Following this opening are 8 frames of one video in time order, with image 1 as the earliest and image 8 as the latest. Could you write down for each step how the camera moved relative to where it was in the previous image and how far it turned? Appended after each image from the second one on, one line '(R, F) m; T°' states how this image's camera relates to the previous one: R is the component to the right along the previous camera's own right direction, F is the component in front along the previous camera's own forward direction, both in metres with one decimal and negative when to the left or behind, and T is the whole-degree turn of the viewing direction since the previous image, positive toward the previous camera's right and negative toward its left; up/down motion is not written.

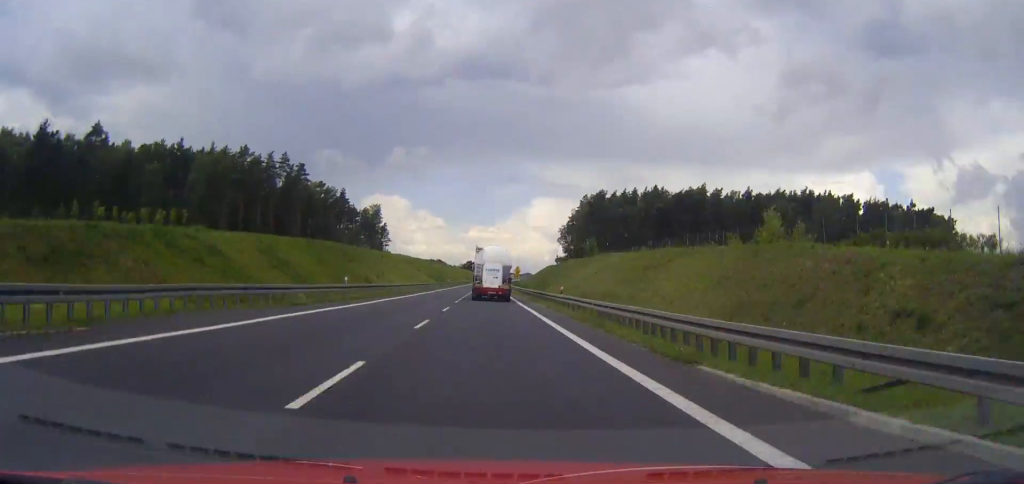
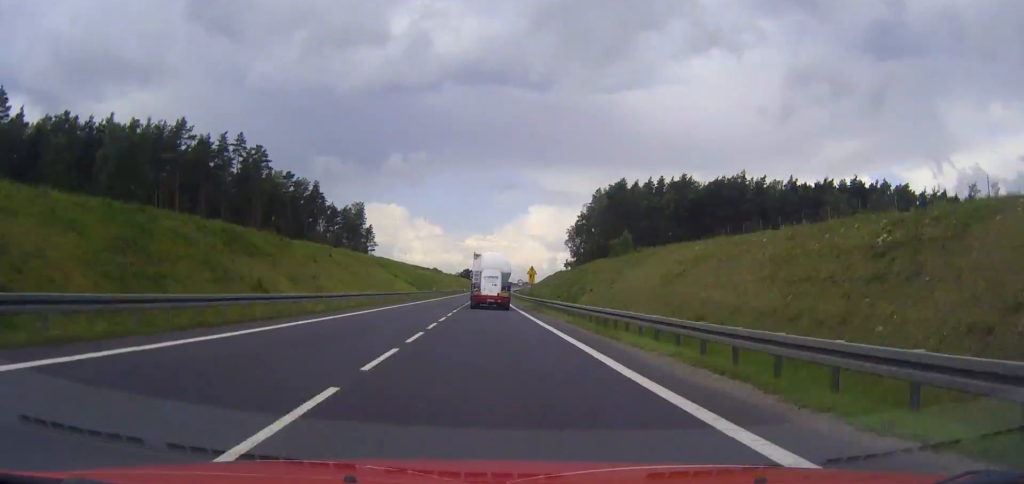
(0.0, +38.6) m; 0°
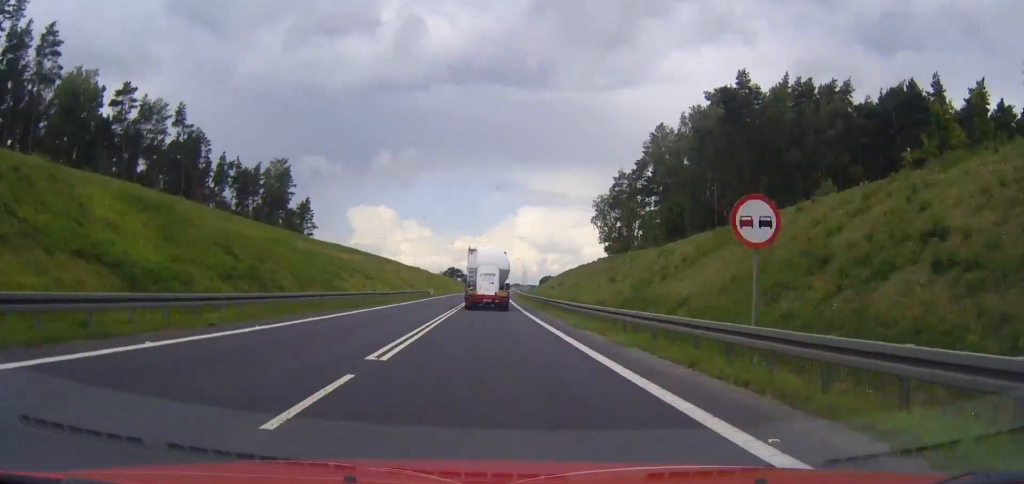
(+0.5, +97.1) m; +1°
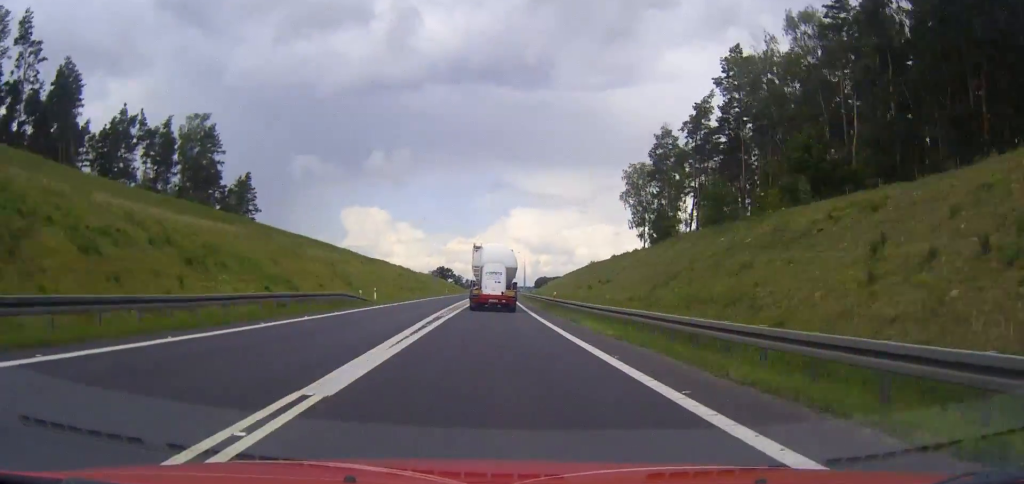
(+0.2, +50.6) m; +1°
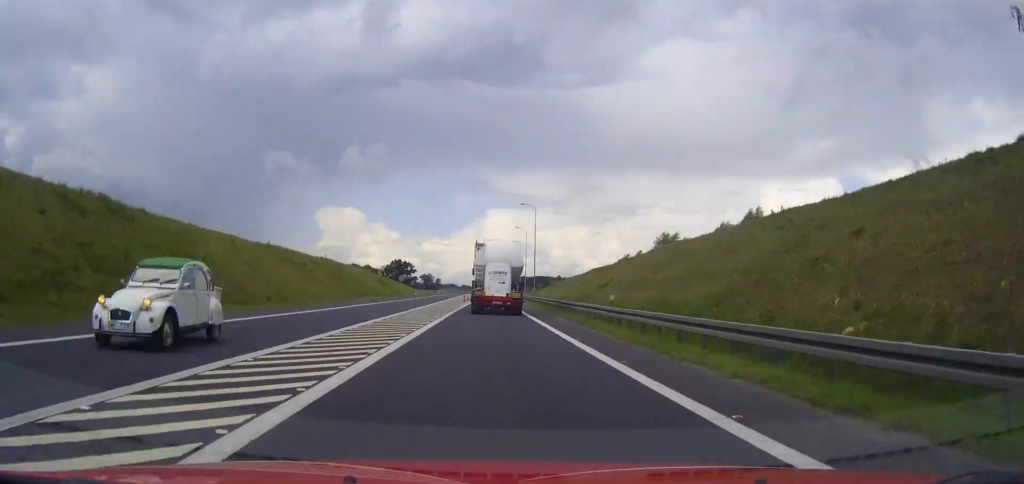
(+2.0, +124.2) m; +2°
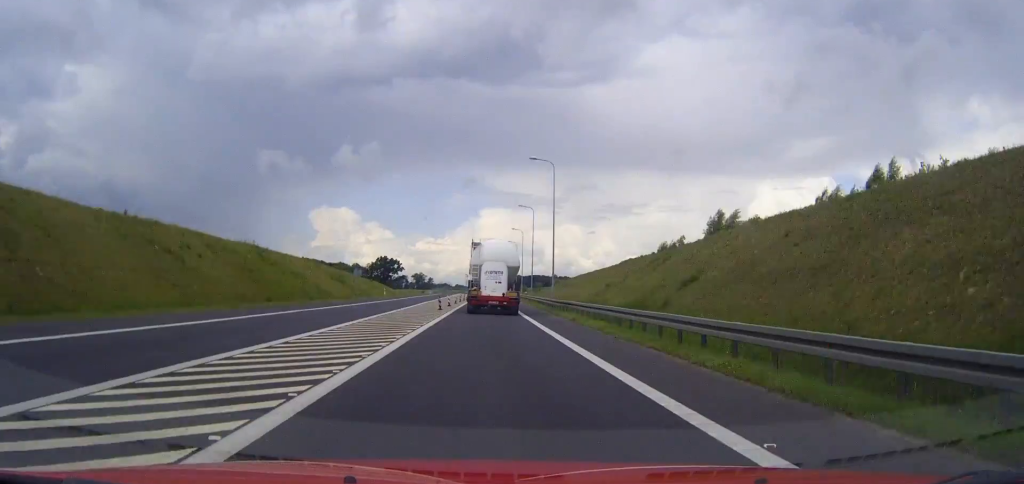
(+0.2, +31.7) m; 0°
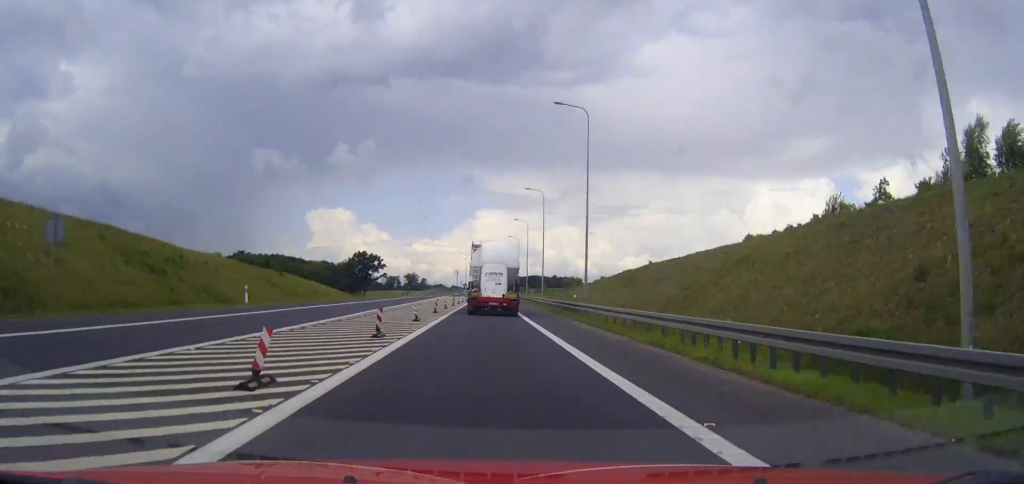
(+0.2, +53.5) m; 0°
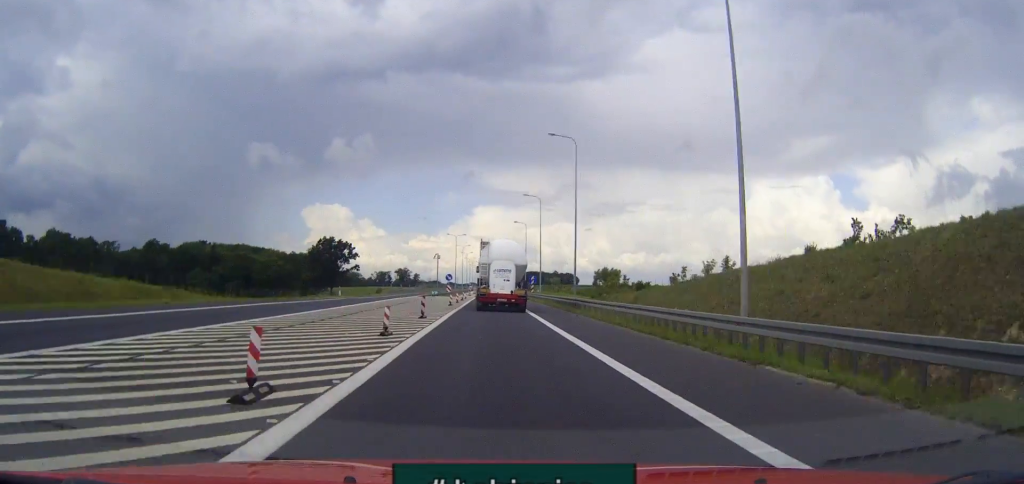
(+0.1, +60.5) m; 0°
